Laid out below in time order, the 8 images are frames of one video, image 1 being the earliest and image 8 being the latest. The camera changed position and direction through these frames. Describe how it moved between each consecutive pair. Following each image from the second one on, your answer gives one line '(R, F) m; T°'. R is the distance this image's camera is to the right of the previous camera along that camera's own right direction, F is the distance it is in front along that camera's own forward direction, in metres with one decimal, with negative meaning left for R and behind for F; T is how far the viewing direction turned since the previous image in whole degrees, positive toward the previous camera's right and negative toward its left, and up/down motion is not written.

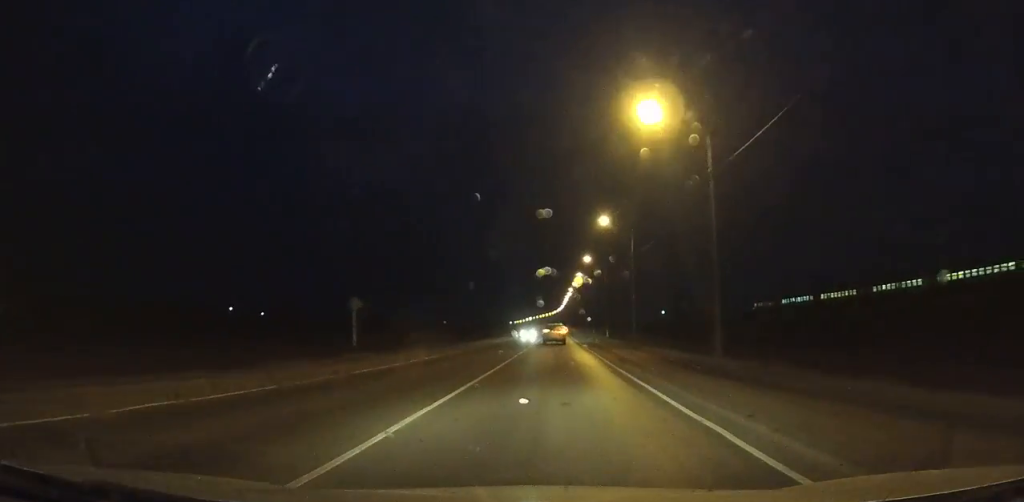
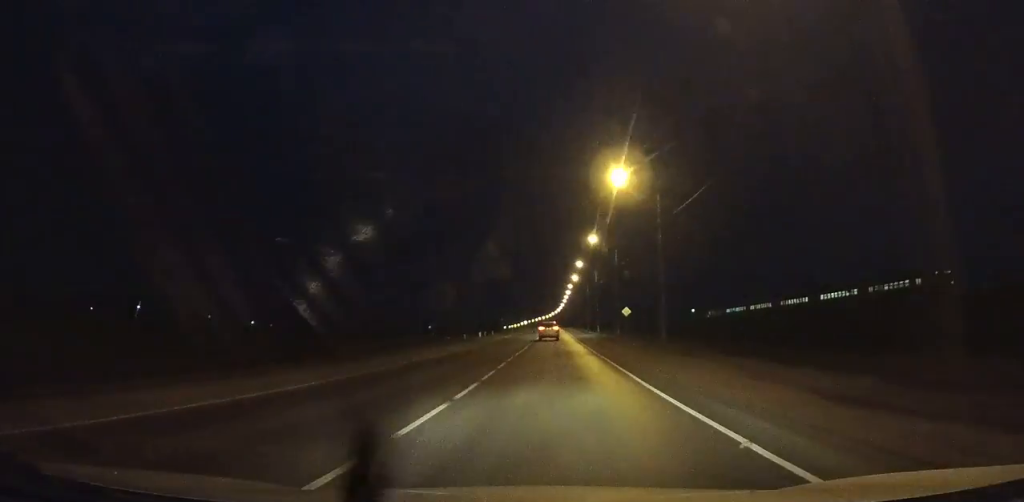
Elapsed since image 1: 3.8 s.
(+0.1, +74.6) m; 0°
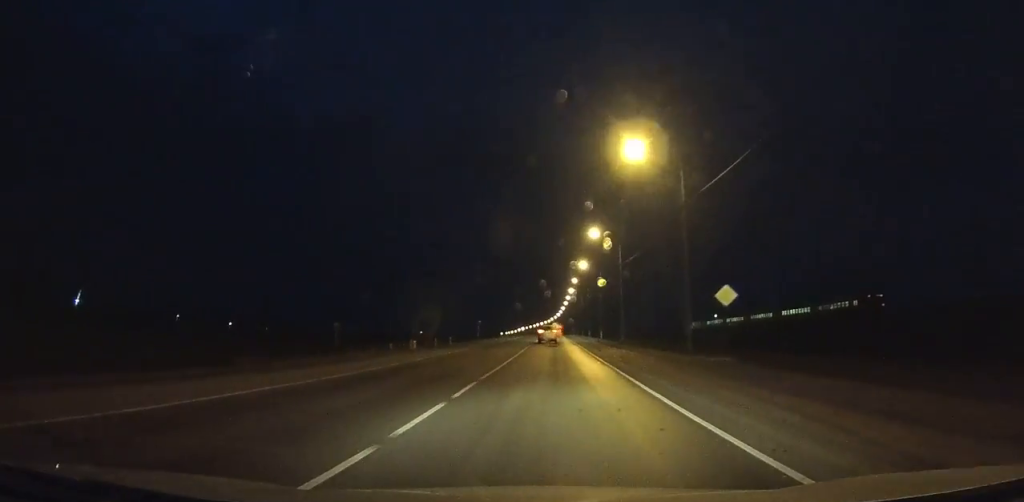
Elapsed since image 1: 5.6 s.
(0.0, +36.0) m; 0°
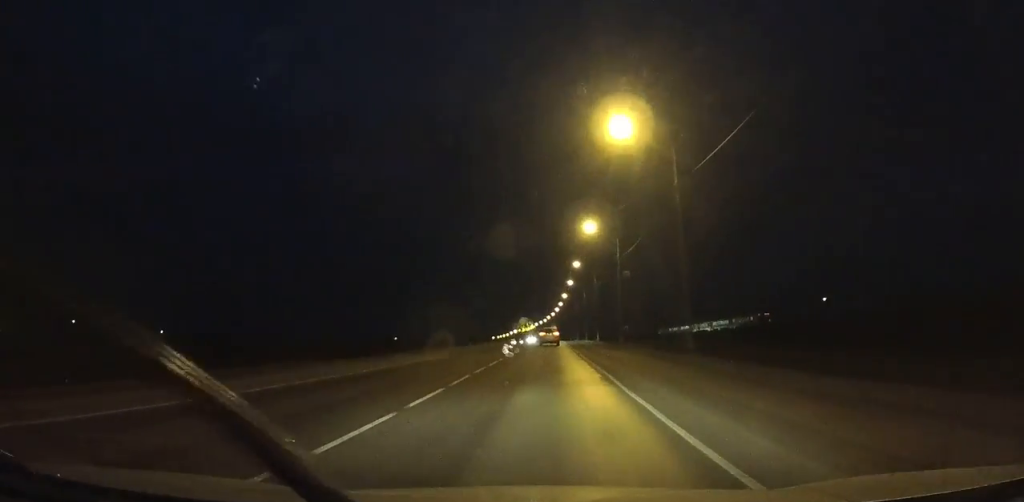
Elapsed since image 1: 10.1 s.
(+0.2, +90.4) m; 0°
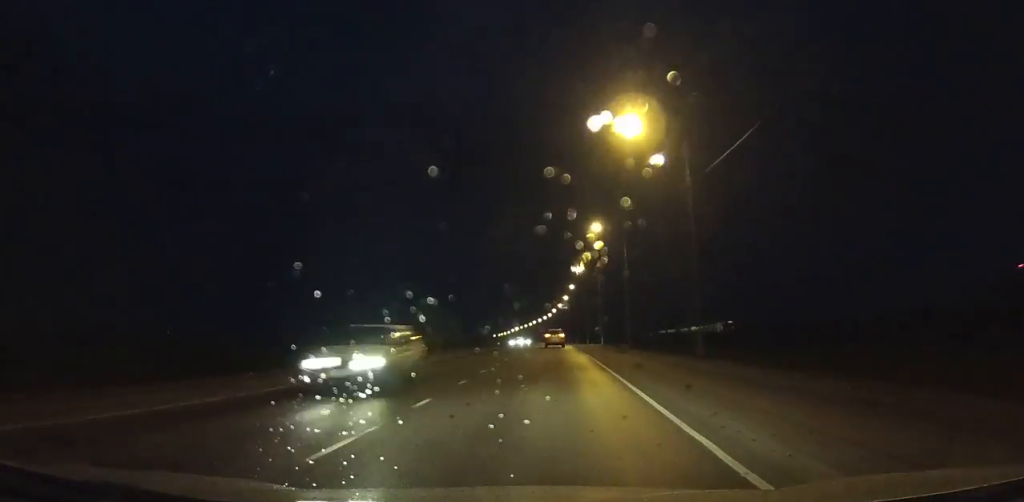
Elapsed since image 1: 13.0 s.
(-0.5, +58.7) m; -1°
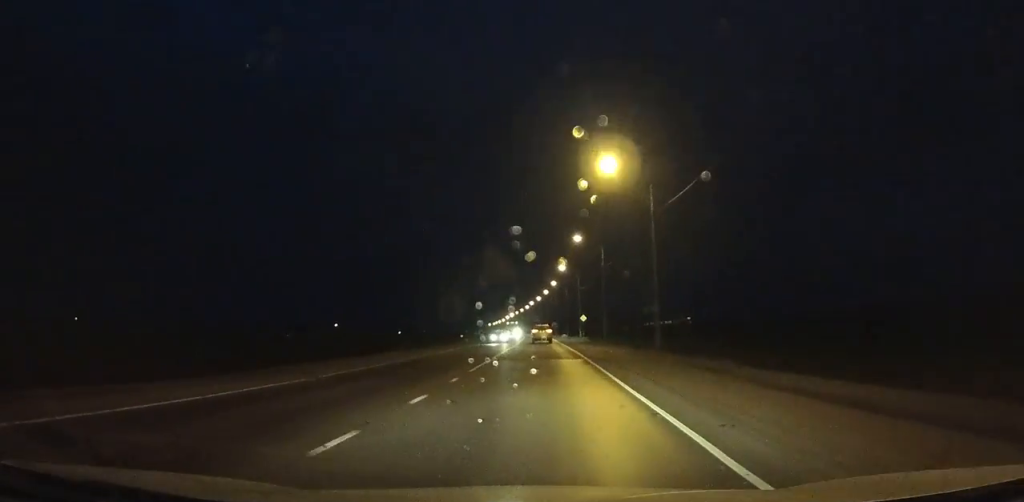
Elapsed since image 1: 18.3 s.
(-0.9, +107.5) m; -1°
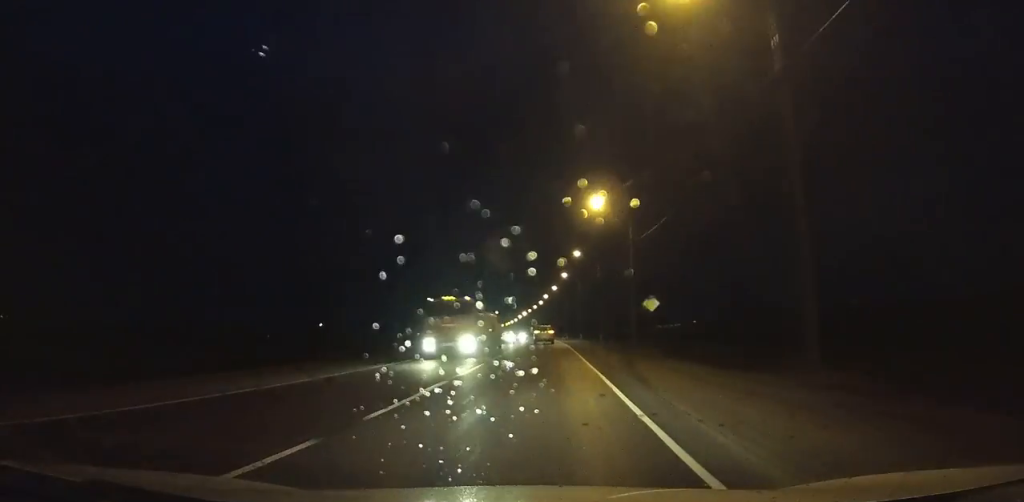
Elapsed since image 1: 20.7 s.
(-0.6, +48.8) m; -1°
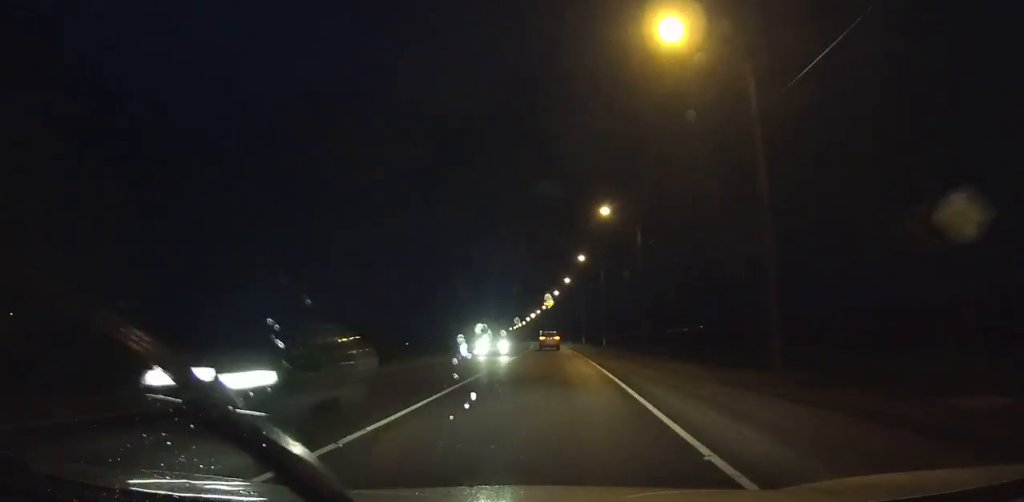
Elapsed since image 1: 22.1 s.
(-0.1, +28.5) m; -1°
